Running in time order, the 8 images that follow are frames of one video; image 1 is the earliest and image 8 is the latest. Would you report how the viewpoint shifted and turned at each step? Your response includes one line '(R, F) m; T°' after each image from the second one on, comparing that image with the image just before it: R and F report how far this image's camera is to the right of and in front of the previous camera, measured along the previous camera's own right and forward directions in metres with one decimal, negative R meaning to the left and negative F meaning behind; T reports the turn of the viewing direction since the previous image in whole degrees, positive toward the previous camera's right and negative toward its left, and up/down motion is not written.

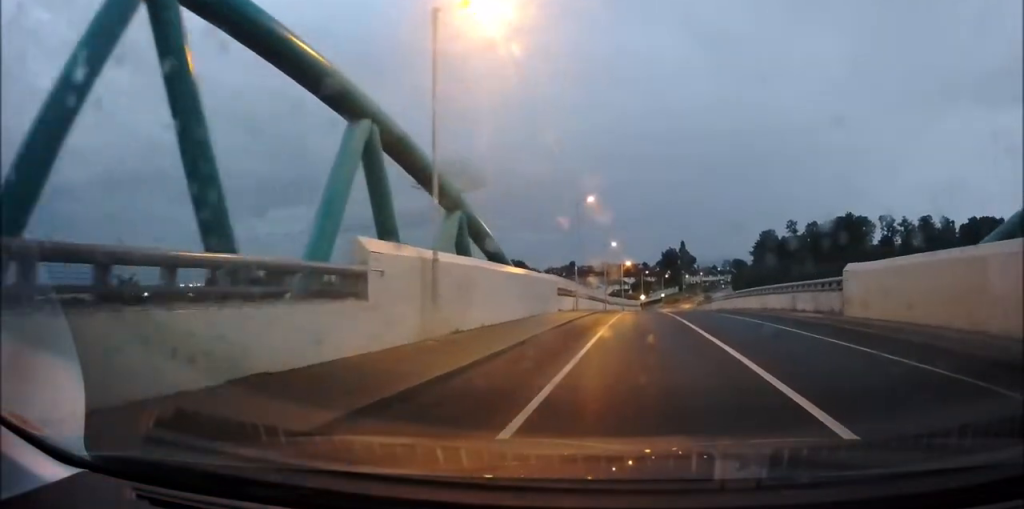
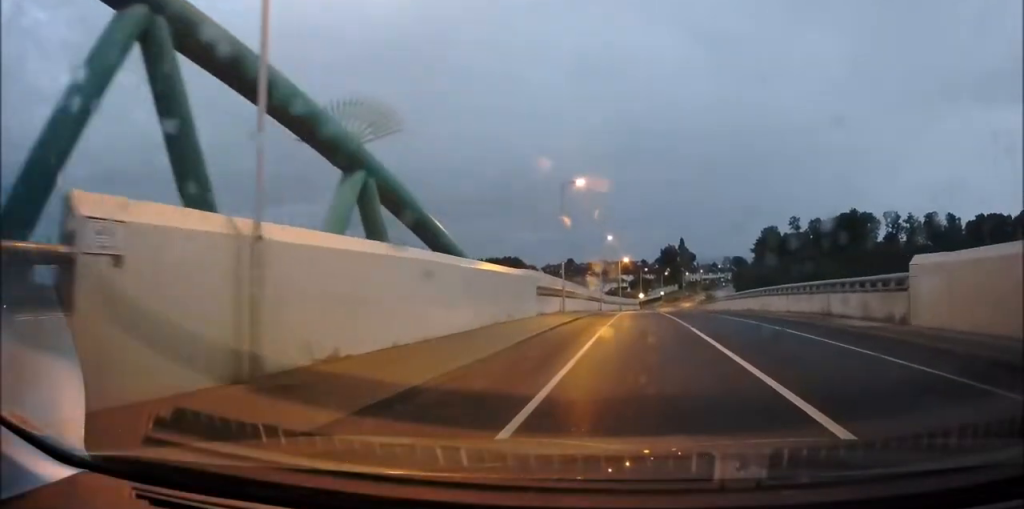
(+0.1, +6.2) m; +1°
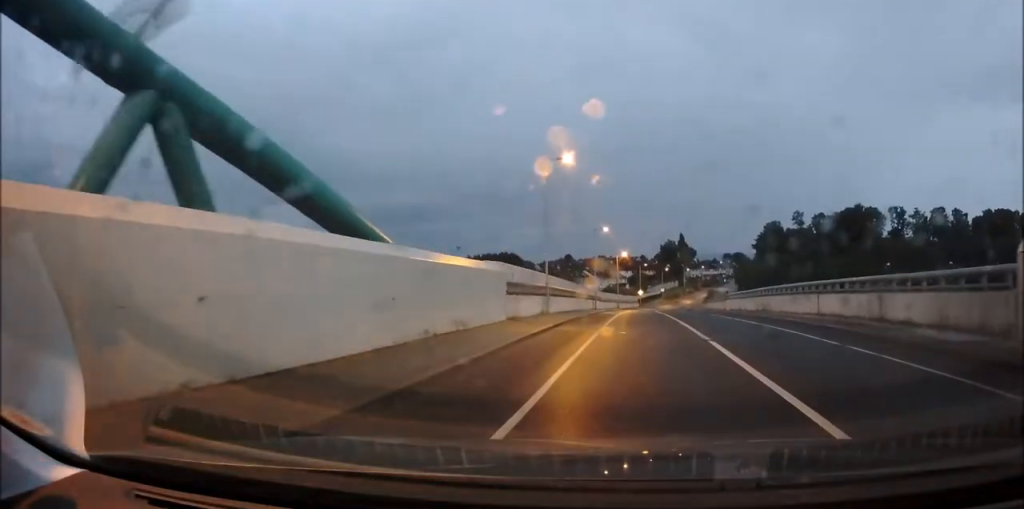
(0.0, +5.7) m; 0°
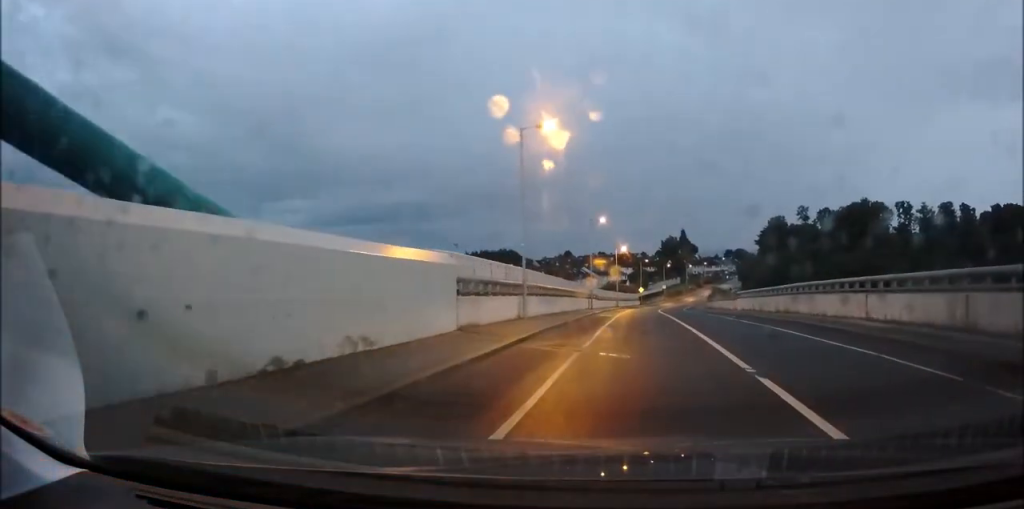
(+0.1, +5.7) m; 0°
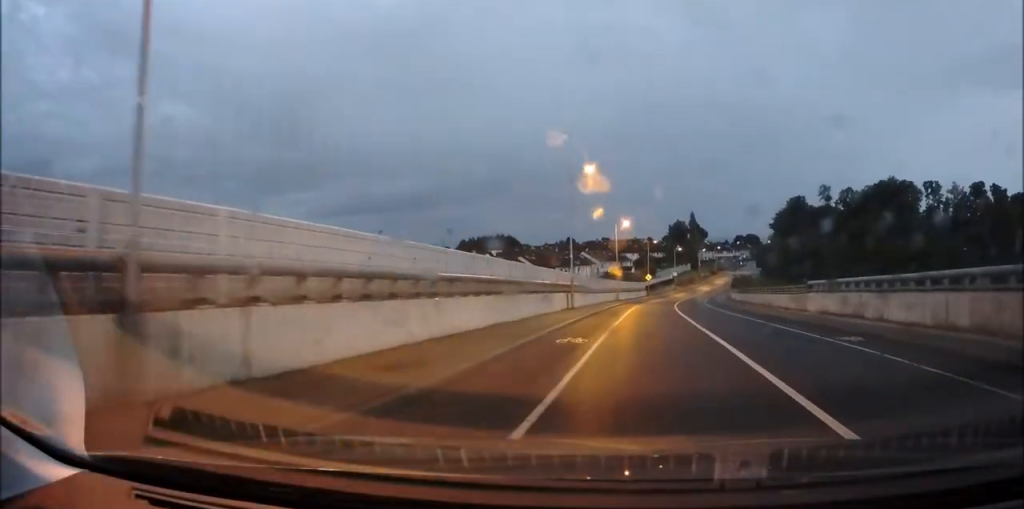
(-0.3, +19.4) m; -2°
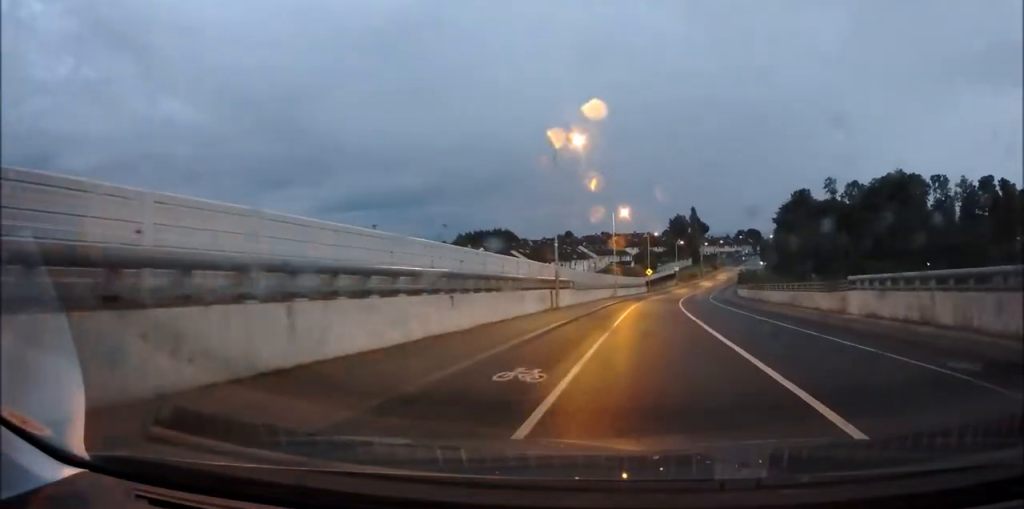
(-0.1, +5.9) m; 0°
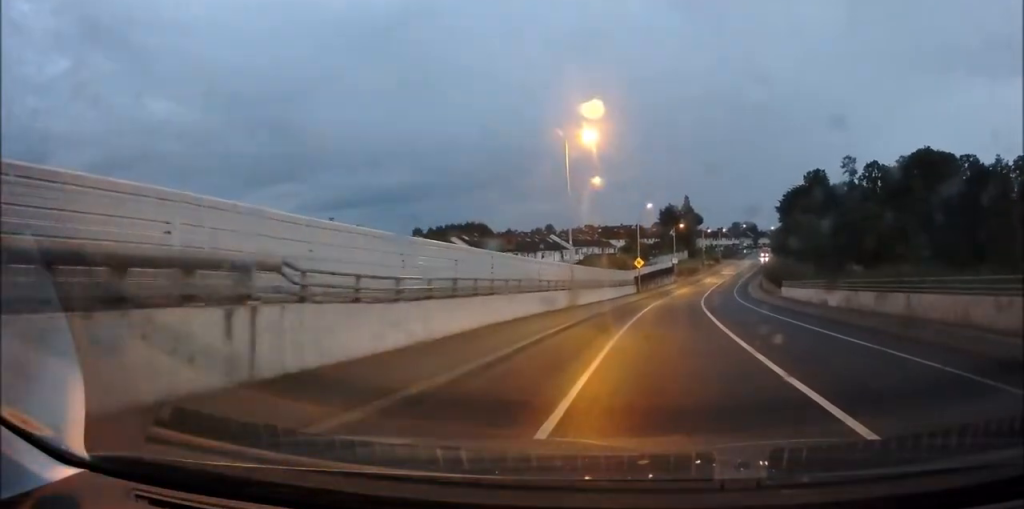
(+0.4, +28.1) m; +3°
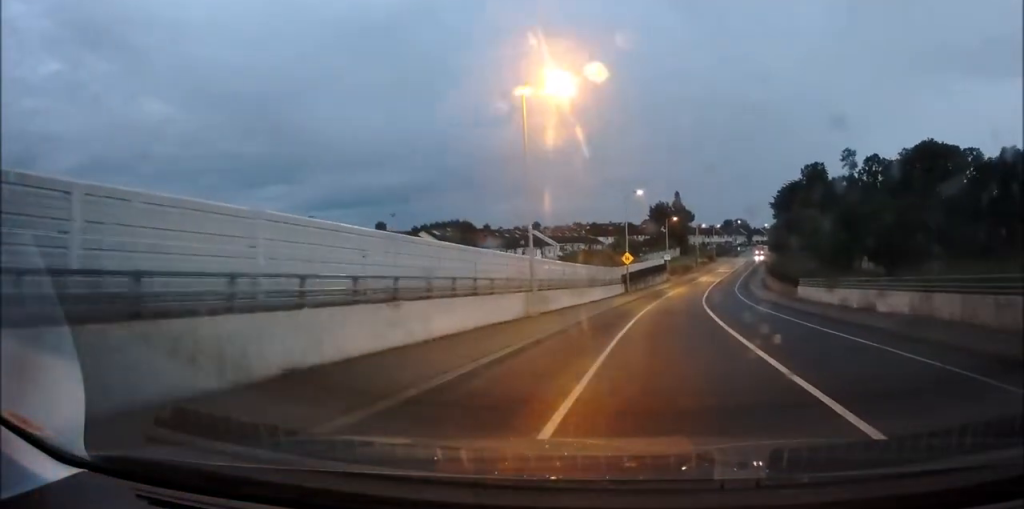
(+0.2, +7.7) m; +1°
